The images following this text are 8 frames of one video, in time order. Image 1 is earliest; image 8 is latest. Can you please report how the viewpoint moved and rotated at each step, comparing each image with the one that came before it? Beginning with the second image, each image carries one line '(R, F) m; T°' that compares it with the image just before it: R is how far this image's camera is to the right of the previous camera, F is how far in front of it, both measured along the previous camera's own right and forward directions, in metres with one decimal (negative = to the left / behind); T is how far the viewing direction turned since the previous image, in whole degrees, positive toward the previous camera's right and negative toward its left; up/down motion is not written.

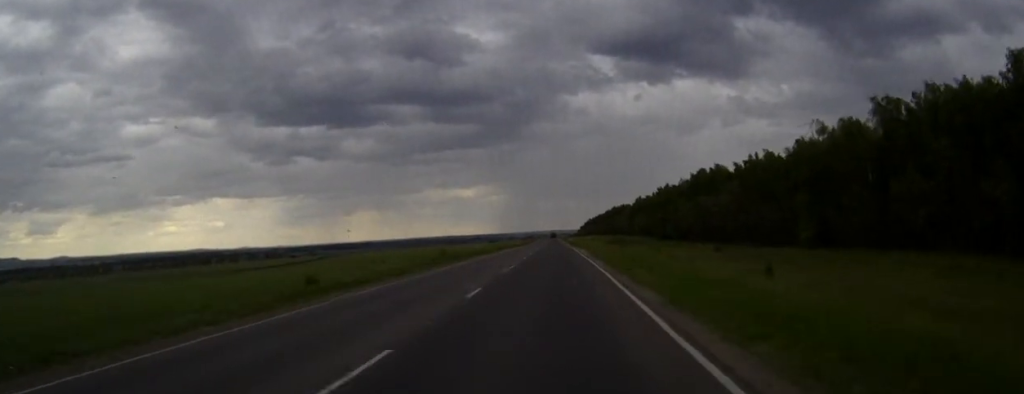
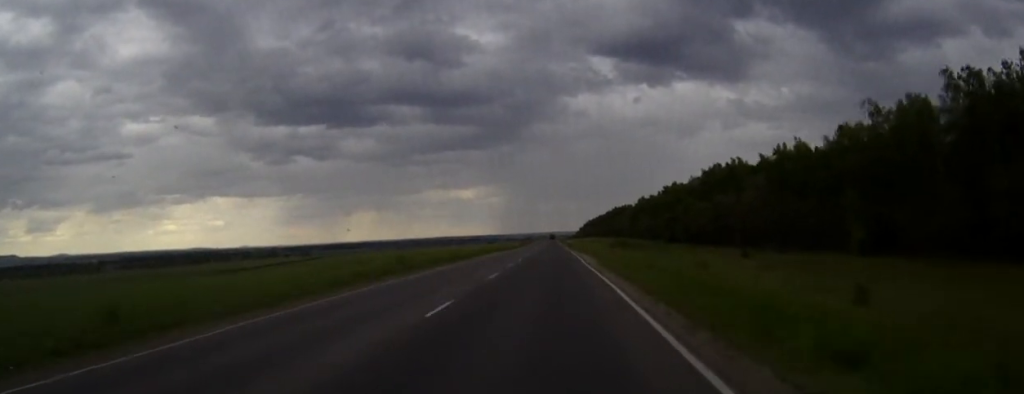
(0.0, +16.4) m; 0°
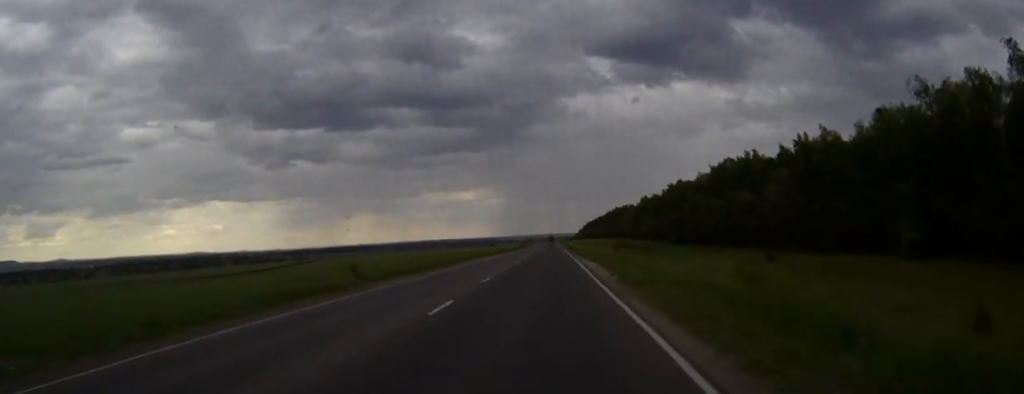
(0.0, +11.2) m; 0°
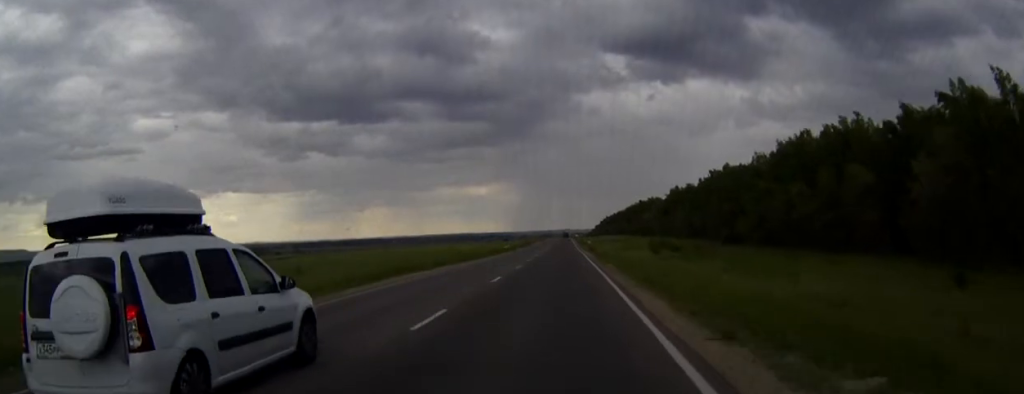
(-0.4, +37.5) m; -1°
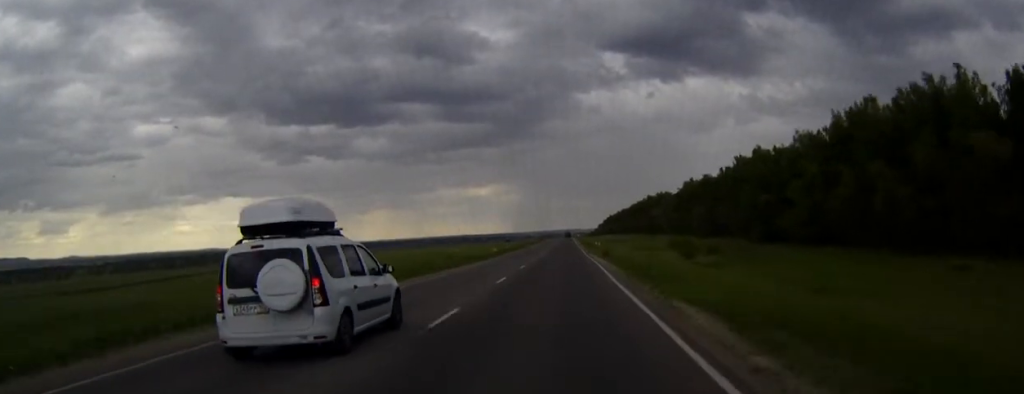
(0.0, +23.5) m; 0°
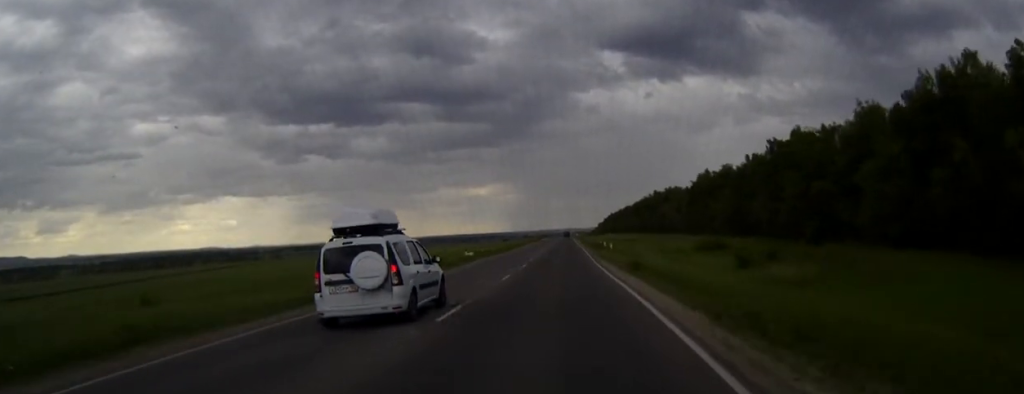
(-0.1, +23.6) m; 0°
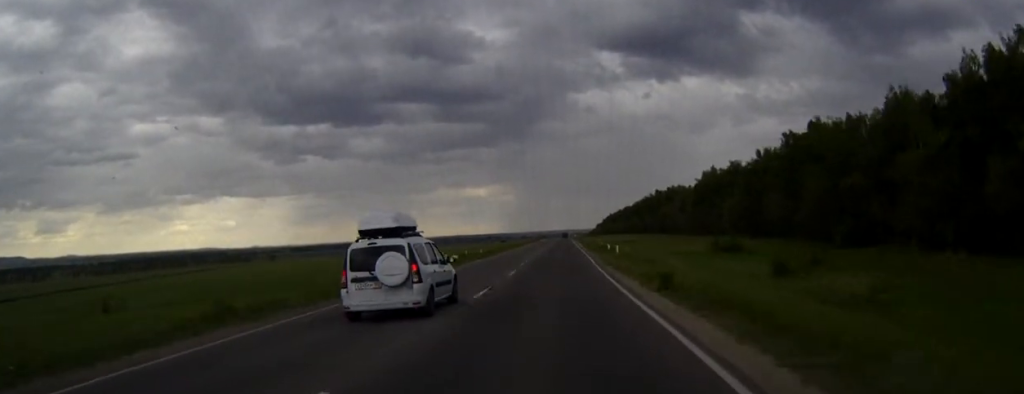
(0.0, +9.2) m; 0°
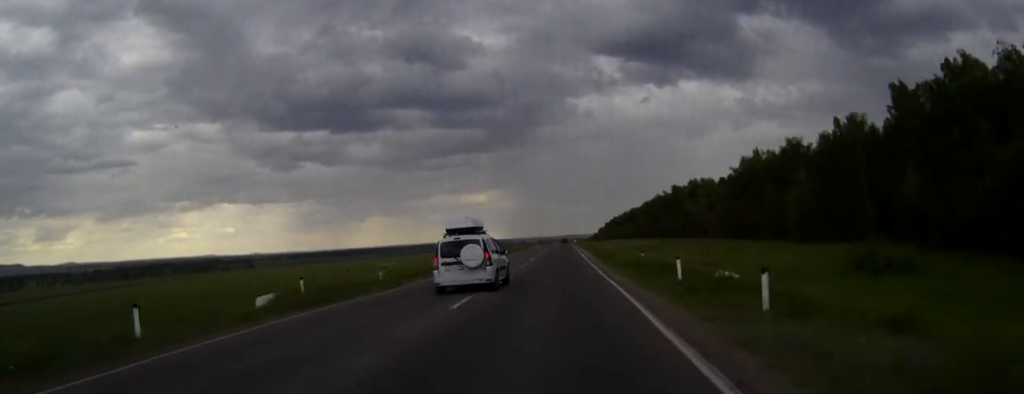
(0.0, +38.5) m; 0°
